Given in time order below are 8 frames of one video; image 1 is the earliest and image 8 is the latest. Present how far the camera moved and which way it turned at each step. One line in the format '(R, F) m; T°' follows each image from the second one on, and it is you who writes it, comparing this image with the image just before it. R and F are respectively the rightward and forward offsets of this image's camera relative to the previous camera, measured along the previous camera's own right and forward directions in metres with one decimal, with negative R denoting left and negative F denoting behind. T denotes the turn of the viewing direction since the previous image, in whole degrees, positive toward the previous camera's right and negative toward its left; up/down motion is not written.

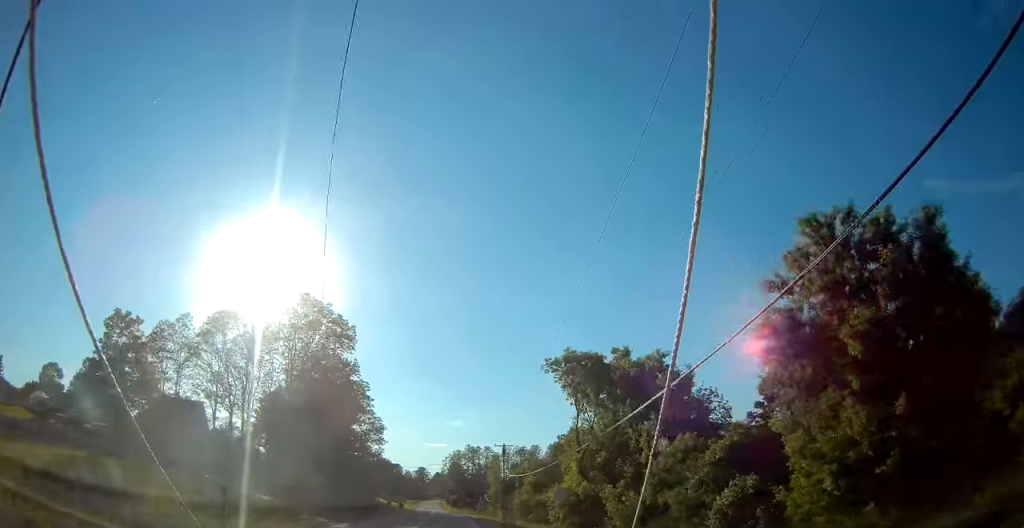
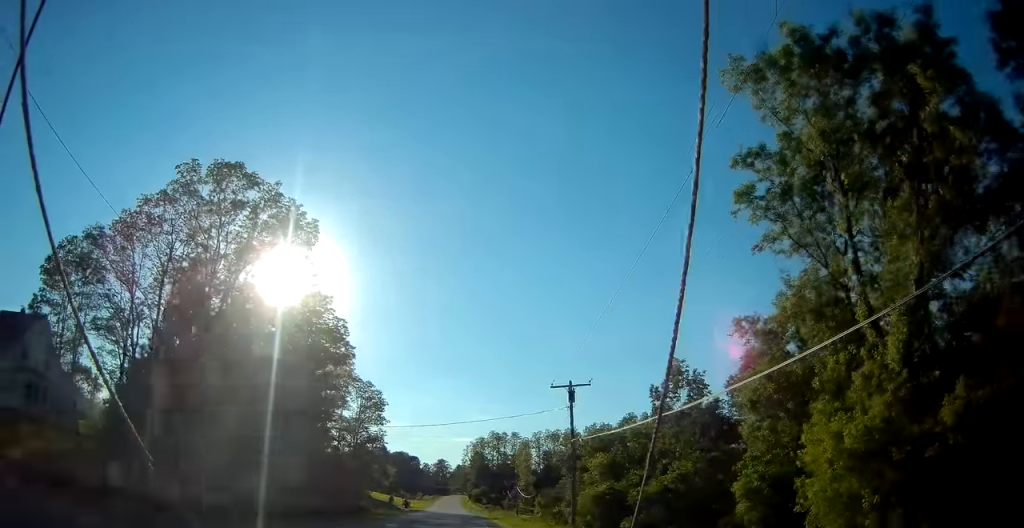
(-0.2, +34.4) m; -2°
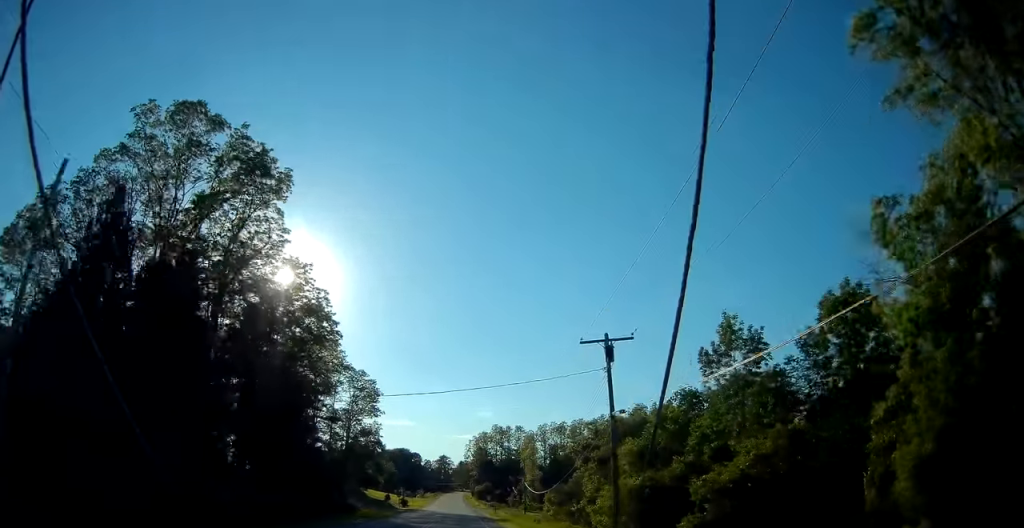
(-0.3, +9.5) m; -1°
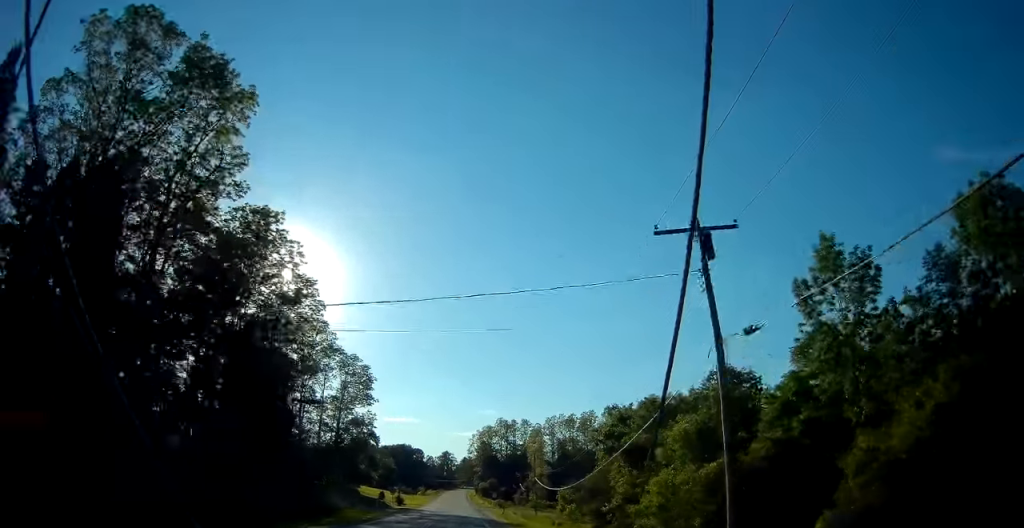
(-0.1, +11.0) m; -1°
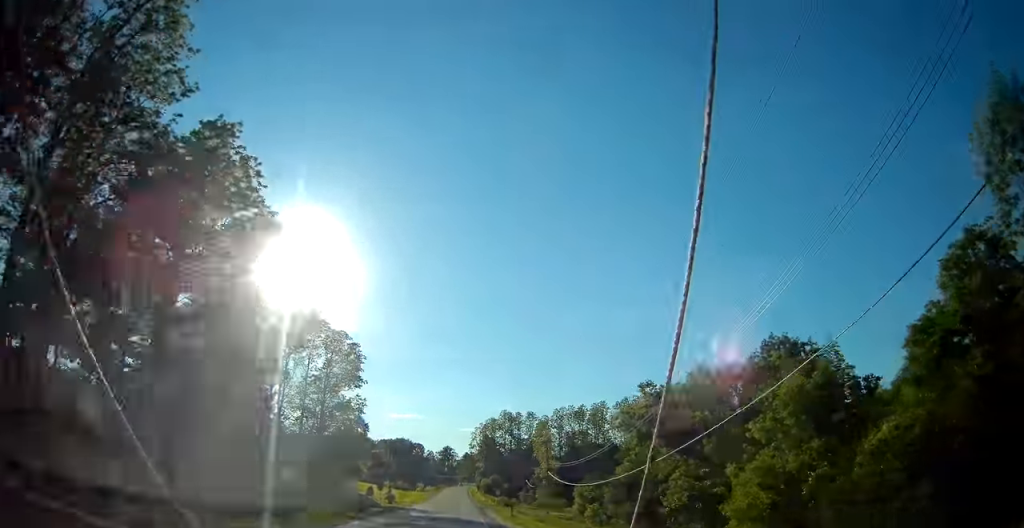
(-0.1, +12.7) m; 0°
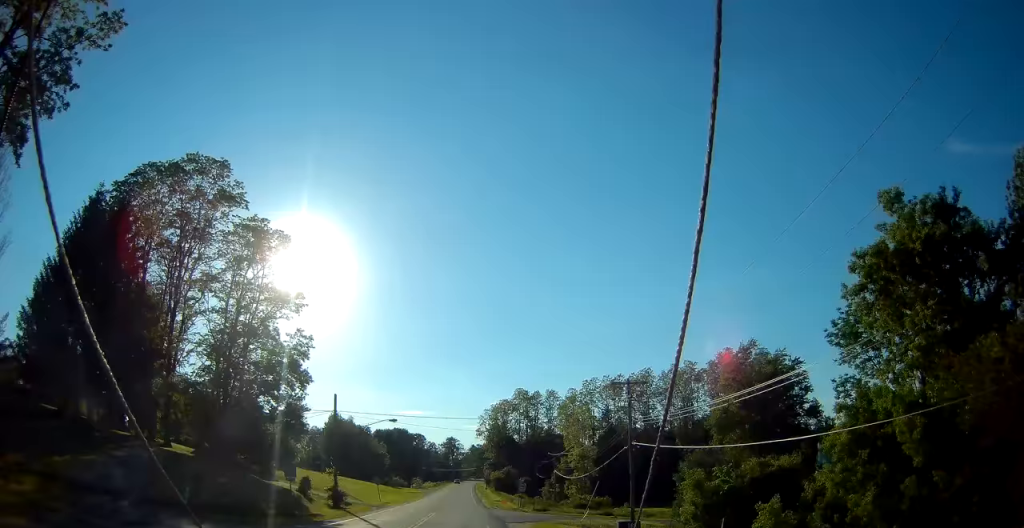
(0.0, +36.0) m; -1°
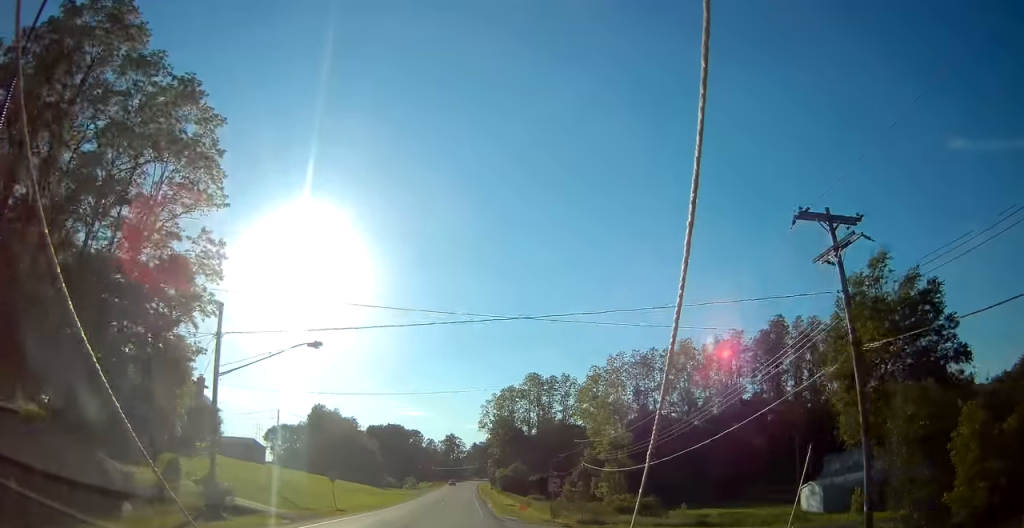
(-0.3, +23.4) m; 0°
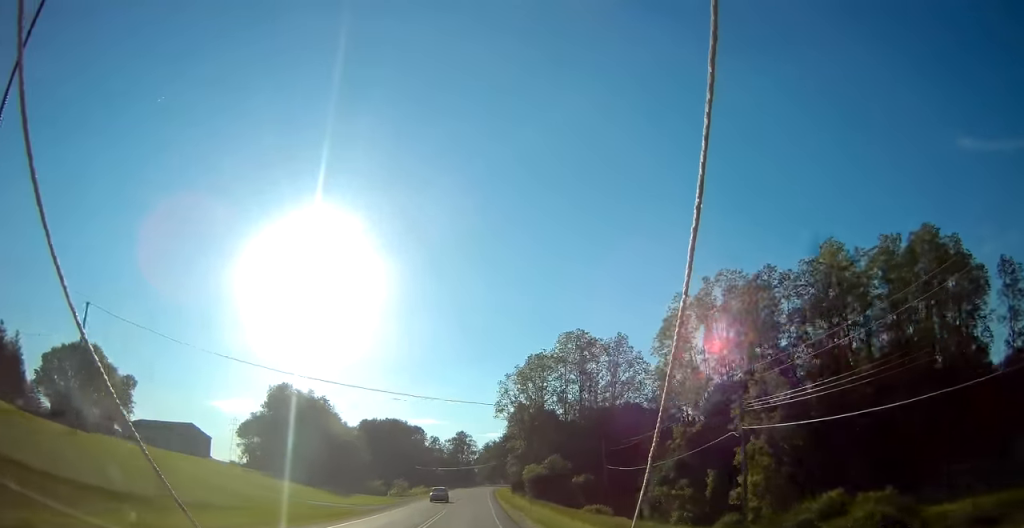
(+0.1, +42.1) m; 0°
